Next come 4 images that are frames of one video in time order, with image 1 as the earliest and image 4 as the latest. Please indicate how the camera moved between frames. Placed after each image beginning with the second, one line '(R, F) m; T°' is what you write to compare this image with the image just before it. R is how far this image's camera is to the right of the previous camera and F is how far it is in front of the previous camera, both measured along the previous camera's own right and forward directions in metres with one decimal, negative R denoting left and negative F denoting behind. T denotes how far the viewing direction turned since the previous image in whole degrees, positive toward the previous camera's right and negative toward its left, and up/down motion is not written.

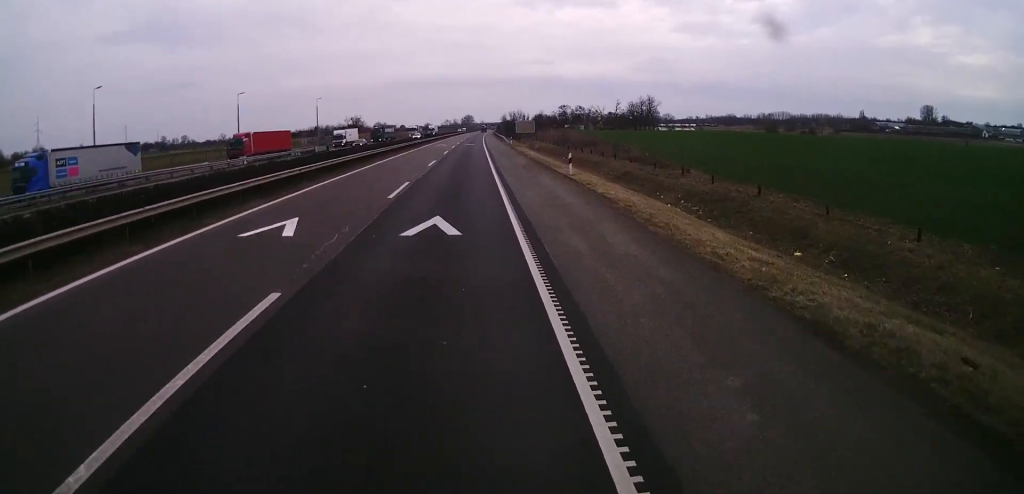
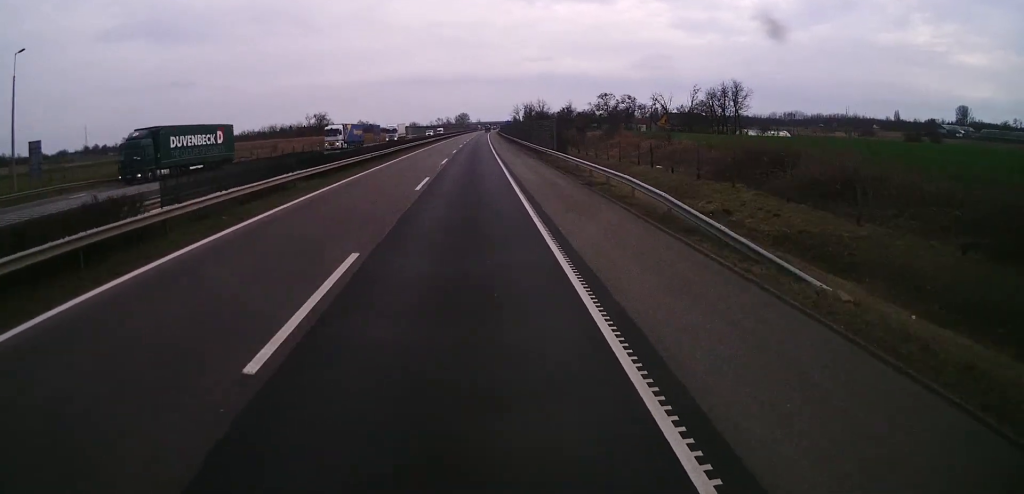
(+0.5, +86.8) m; 0°
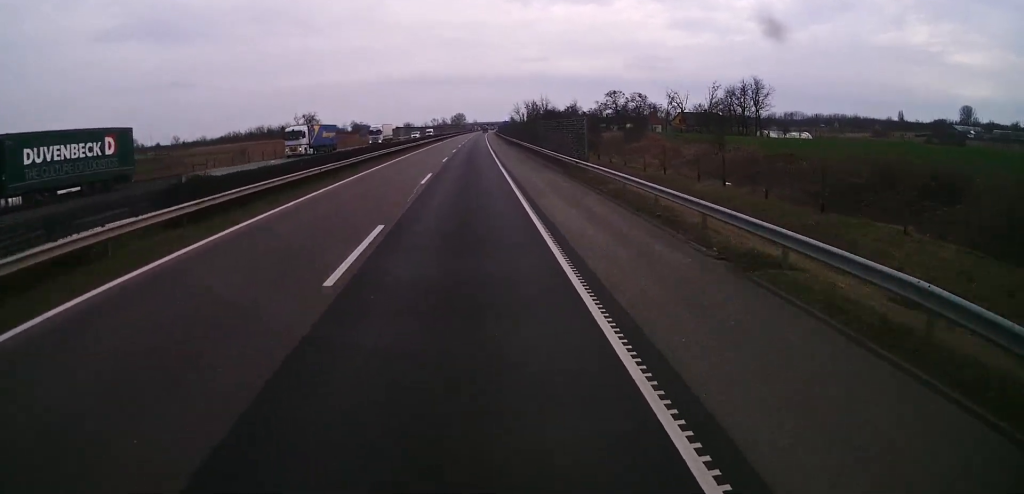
(0.0, +13.7) m; 0°
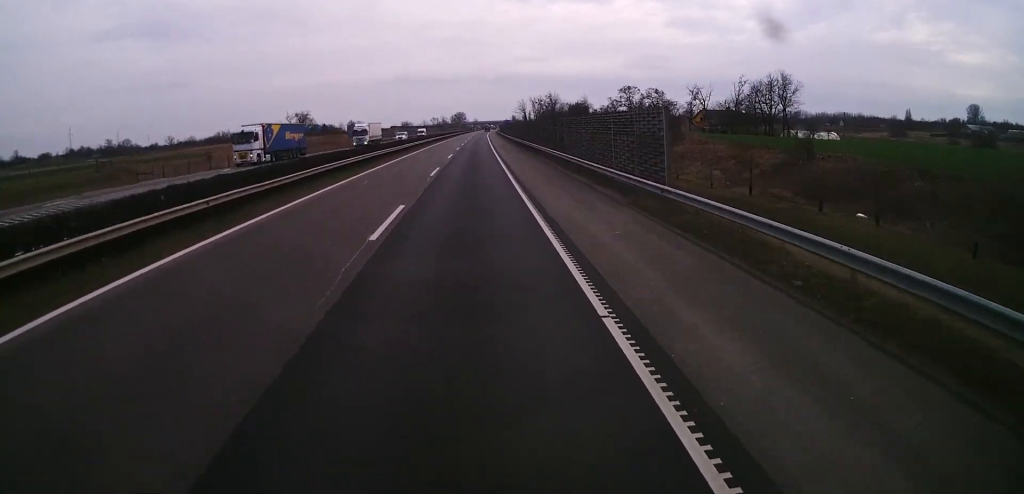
(0.0, +12.9) m; 0°
